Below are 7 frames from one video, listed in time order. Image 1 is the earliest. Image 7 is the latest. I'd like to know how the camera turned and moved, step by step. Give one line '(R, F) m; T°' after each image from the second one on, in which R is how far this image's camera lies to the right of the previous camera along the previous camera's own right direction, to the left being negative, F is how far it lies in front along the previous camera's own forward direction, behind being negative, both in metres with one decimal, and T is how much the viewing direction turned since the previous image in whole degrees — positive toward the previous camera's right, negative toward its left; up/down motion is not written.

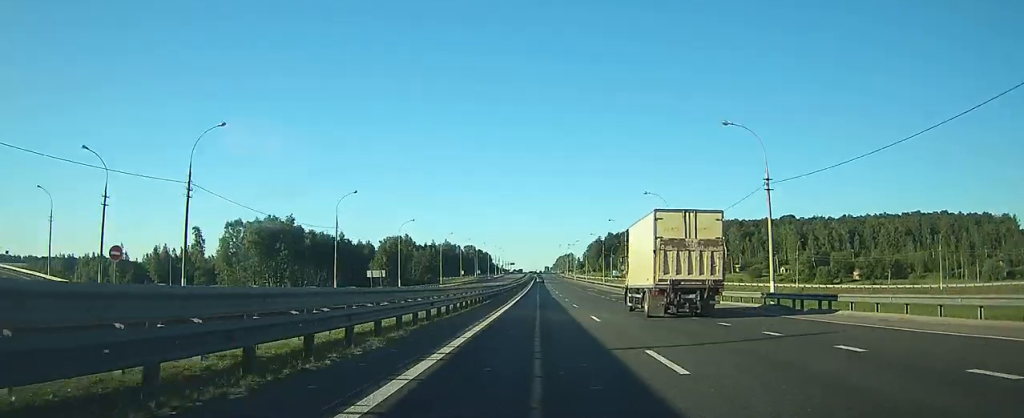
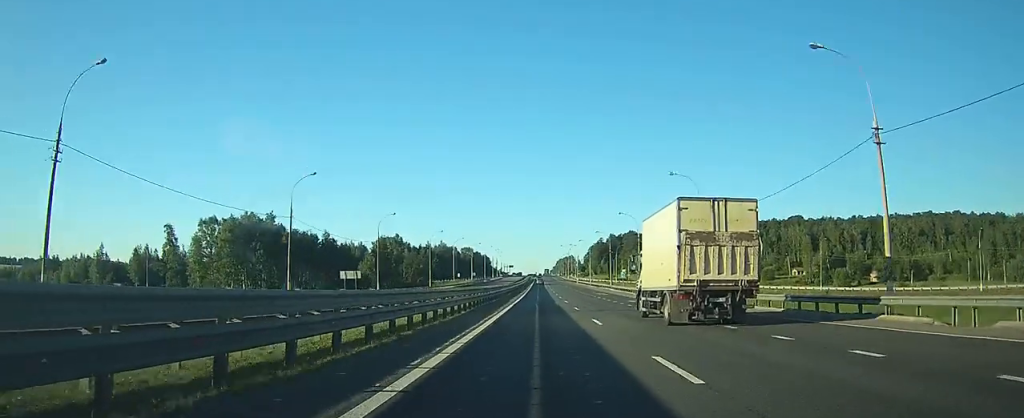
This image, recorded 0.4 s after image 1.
(-0.1, +12.3) m; 0°
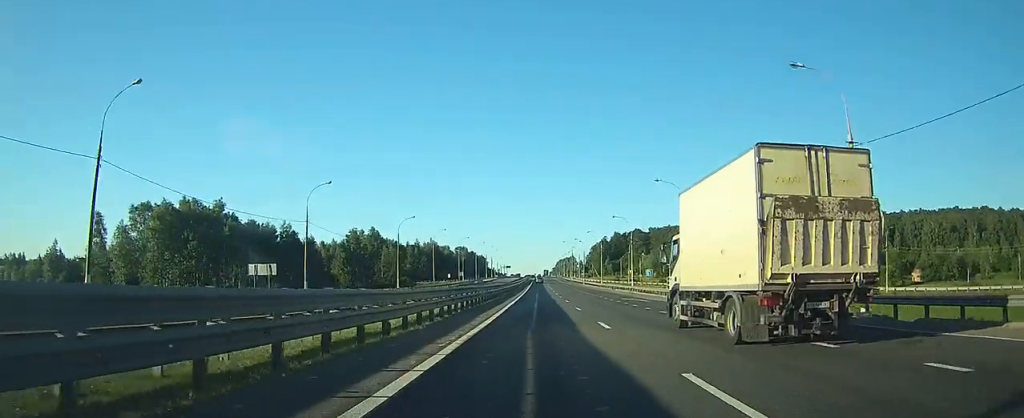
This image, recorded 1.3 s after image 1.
(0.0, +25.8) m; 0°
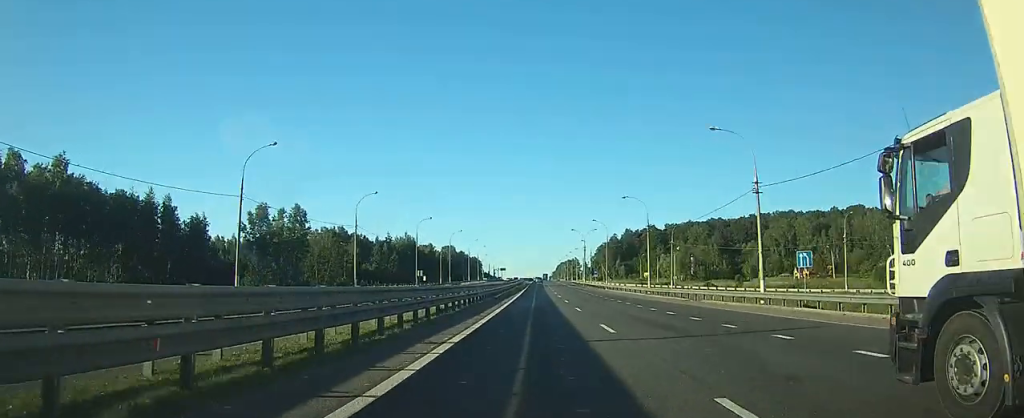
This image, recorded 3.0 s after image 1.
(+0.2, +49.2) m; +1°
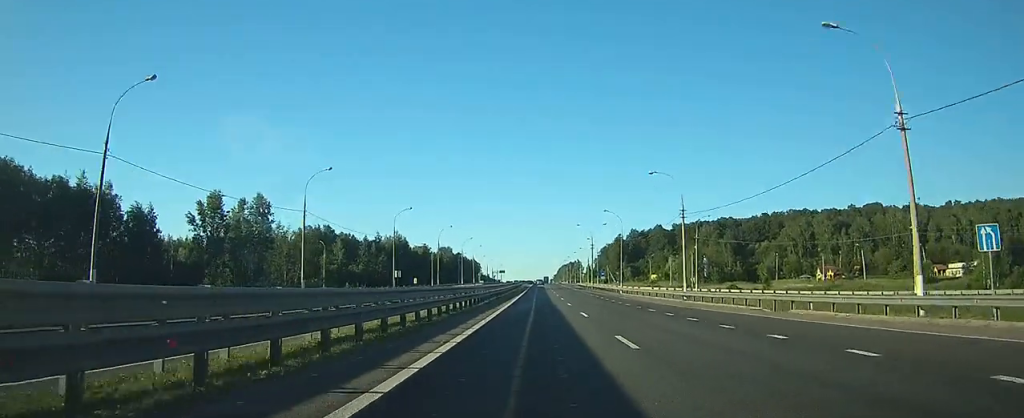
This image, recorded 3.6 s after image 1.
(0.0, +15.6) m; 0°
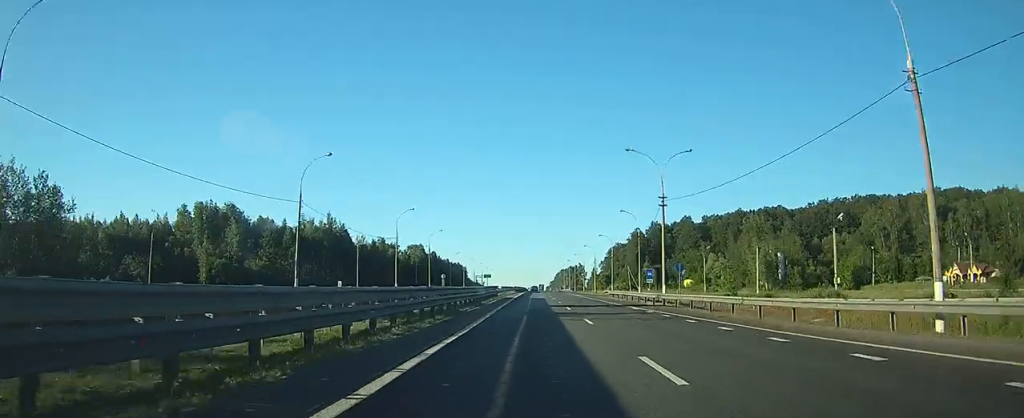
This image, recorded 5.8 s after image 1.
(-0.8, +64.6) m; -2°
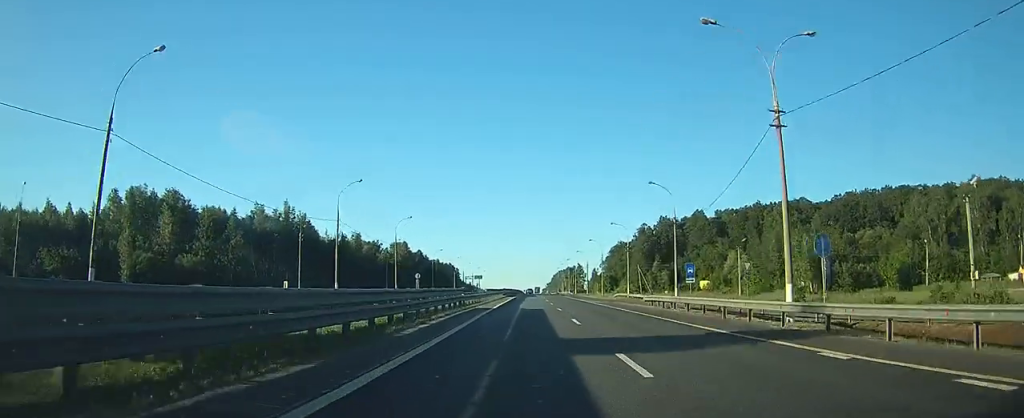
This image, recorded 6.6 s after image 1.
(-0.4, +23.6) m; 0°
